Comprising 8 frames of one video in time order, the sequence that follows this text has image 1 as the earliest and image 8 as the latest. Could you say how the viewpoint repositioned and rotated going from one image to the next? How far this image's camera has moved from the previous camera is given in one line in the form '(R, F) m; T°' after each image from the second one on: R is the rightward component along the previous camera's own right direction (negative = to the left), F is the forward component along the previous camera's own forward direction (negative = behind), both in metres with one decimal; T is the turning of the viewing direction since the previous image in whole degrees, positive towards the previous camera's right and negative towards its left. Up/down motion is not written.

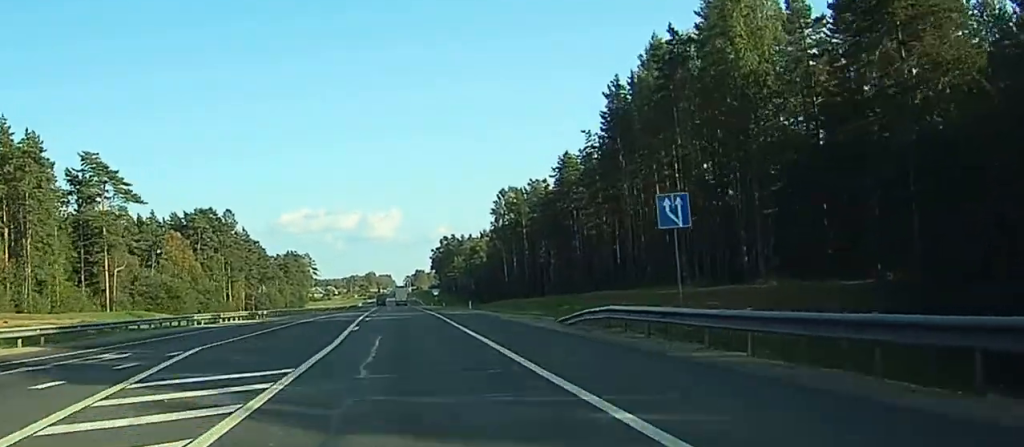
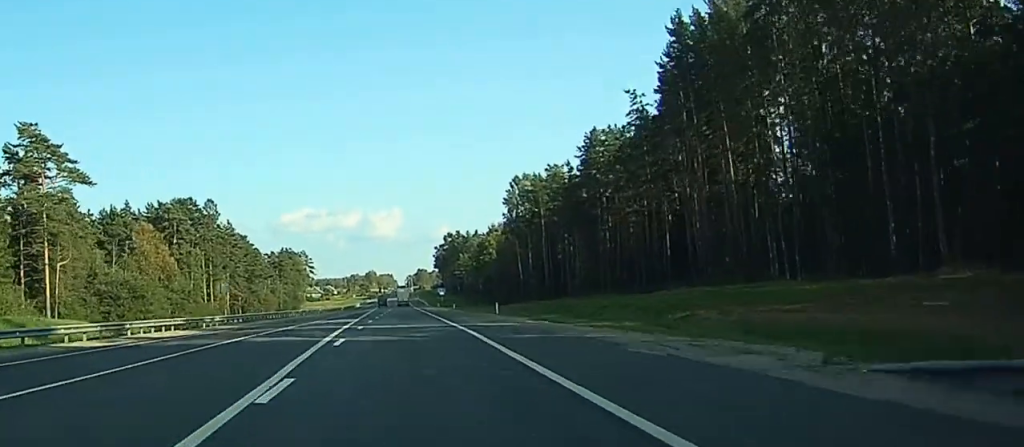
(0.0, +21.8) m; 0°
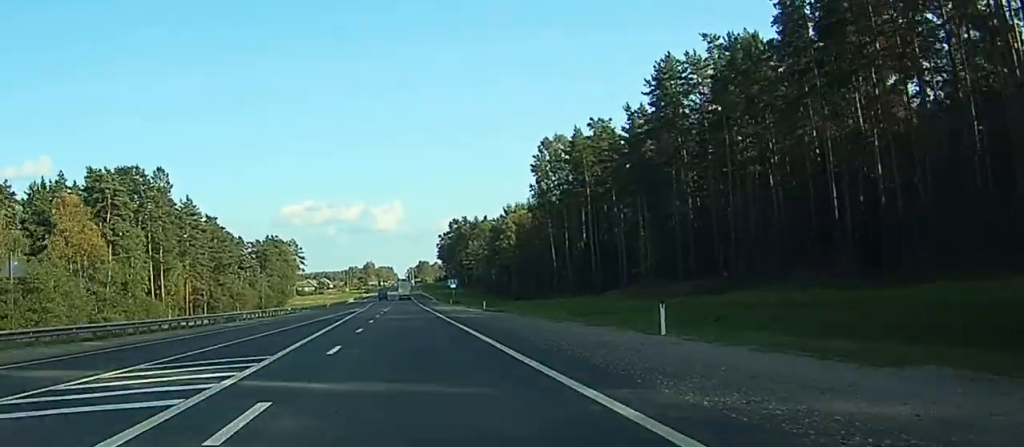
(-0.2, +39.0) m; 0°
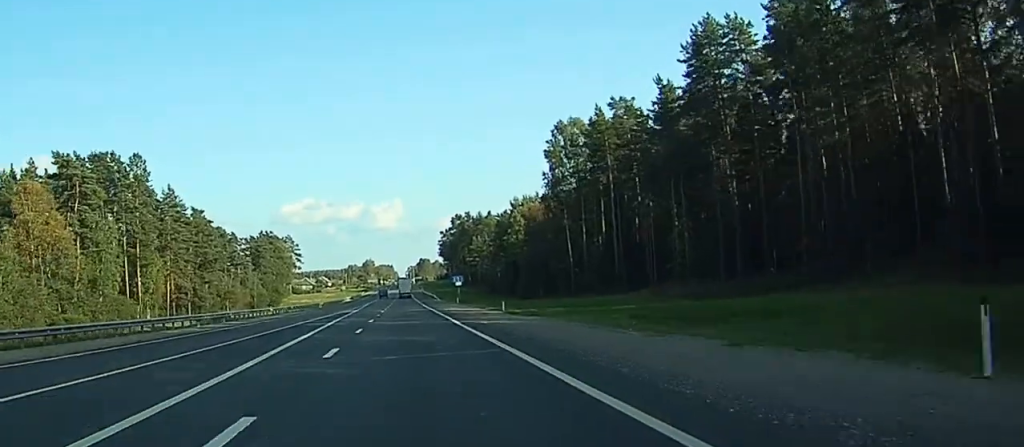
(0.0, +13.3) m; 0°
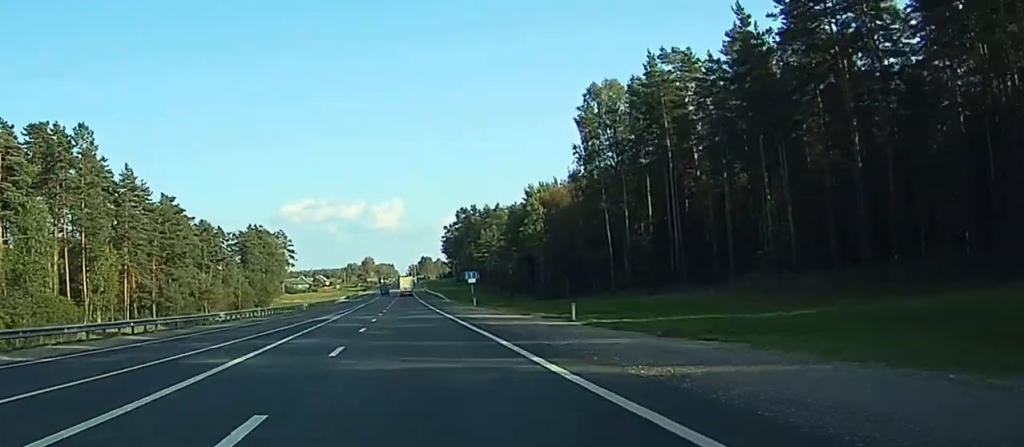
(0.0, +23.8) m; 0°
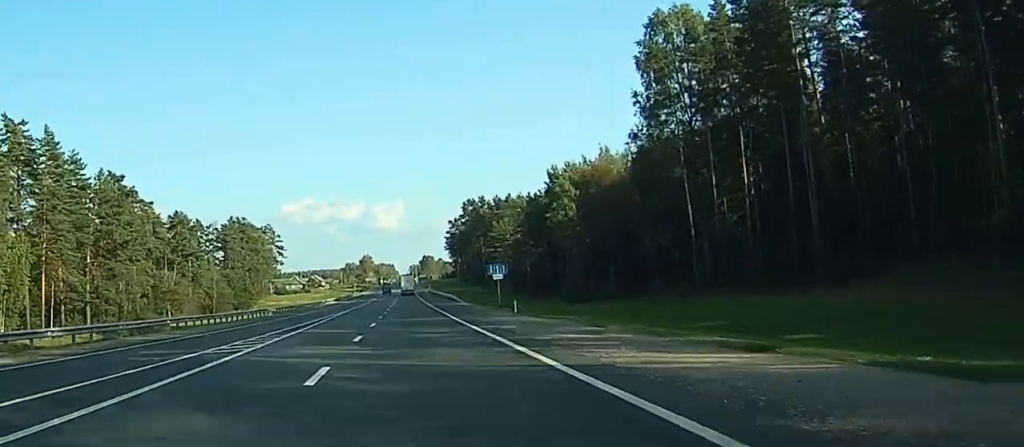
(0.0, +29.6) m; 0°
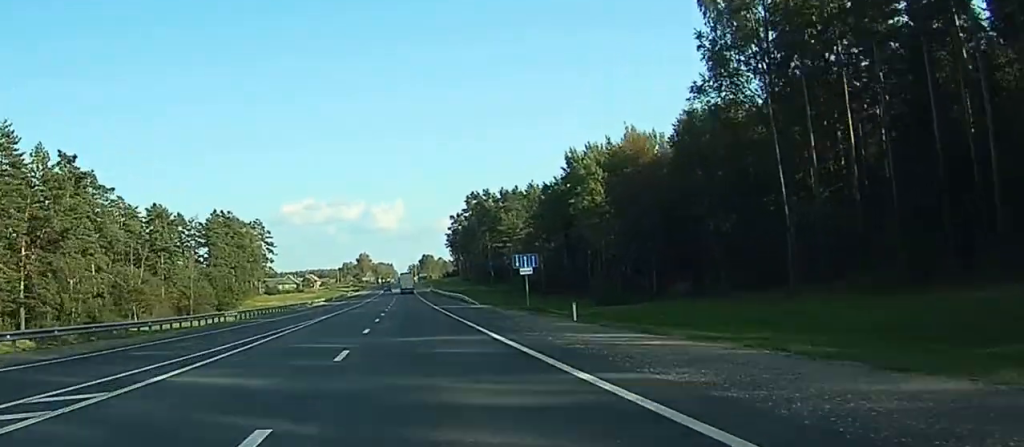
(0.0, +19.1) m; 0°
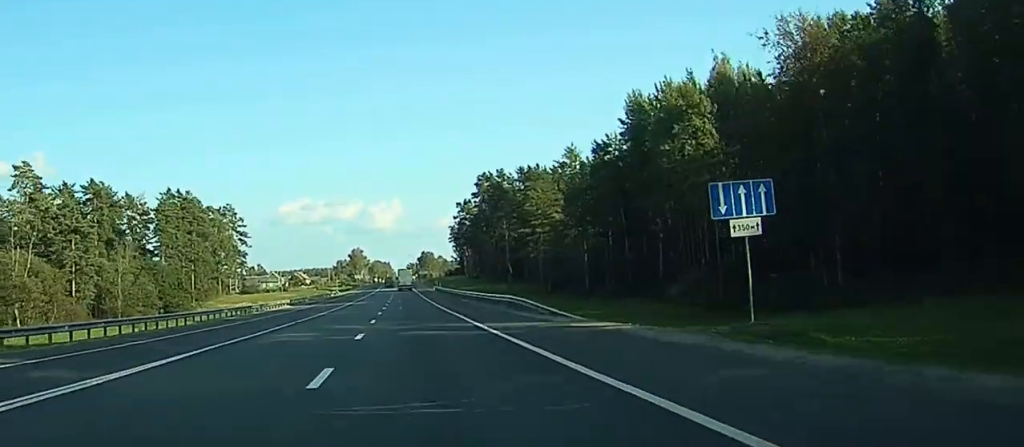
(+0.1, +41.0) m; 0°
